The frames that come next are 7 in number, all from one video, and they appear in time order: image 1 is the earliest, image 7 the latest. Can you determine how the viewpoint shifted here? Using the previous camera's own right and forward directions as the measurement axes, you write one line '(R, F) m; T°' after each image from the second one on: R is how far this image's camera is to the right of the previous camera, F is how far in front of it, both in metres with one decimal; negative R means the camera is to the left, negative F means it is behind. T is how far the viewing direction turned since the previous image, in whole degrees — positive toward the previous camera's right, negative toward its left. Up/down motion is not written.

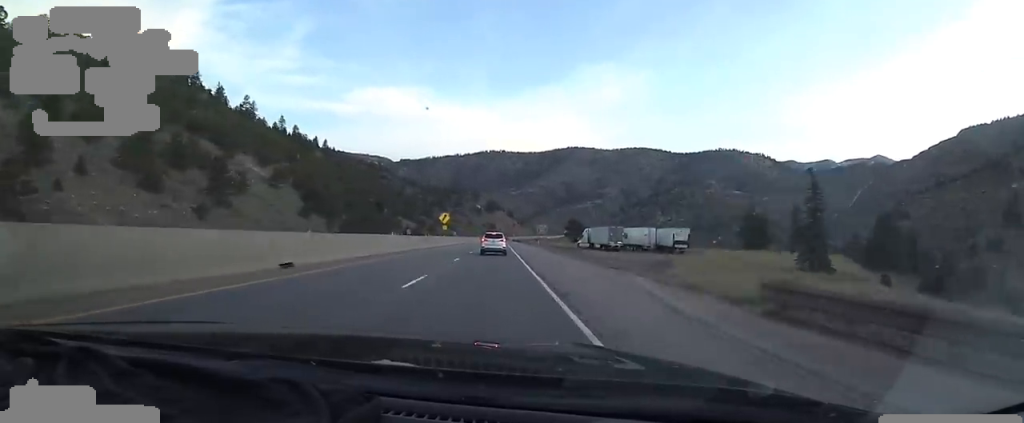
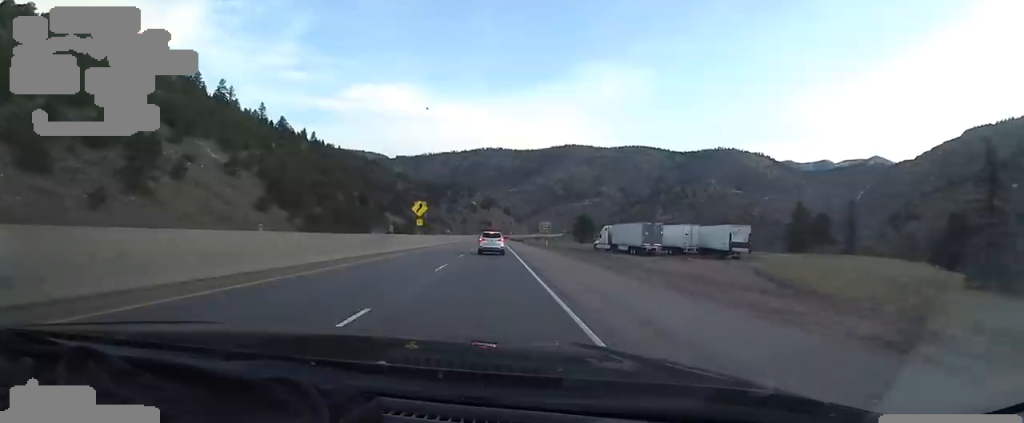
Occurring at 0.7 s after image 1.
(-0.1, +19.2) m; 0°
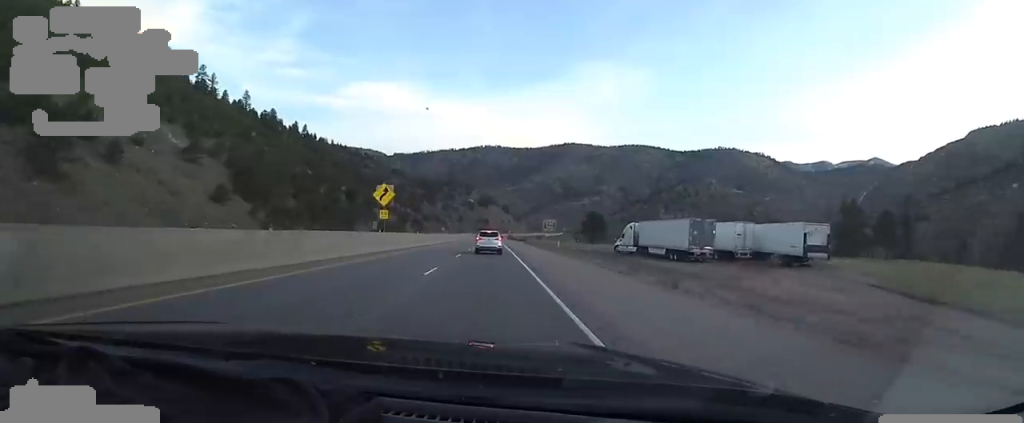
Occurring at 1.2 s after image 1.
(-0.7, +15.3) m; +1°
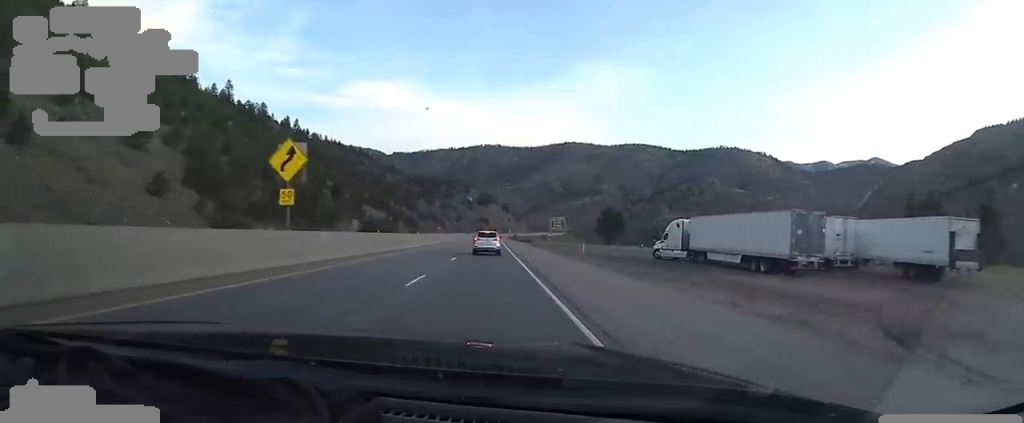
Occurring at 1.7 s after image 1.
(+0.4, +15.3) m; +1°
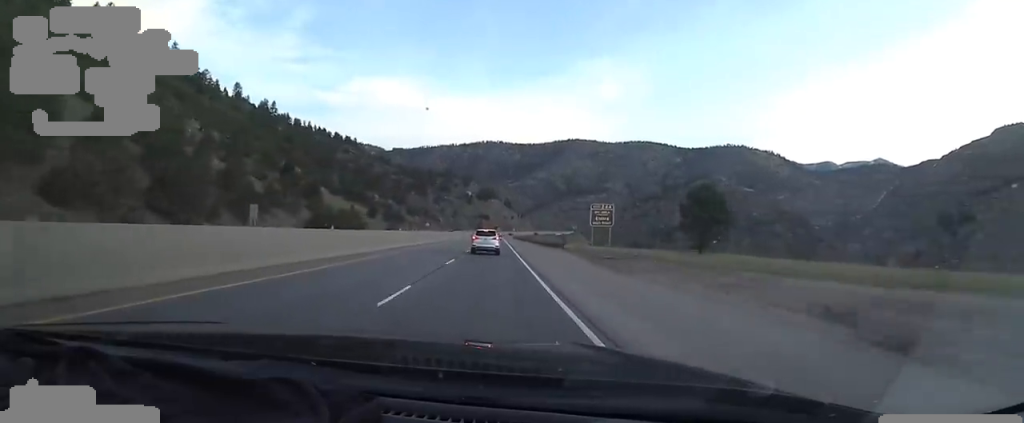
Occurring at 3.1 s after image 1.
(+0.9, +40.0) m; 0°
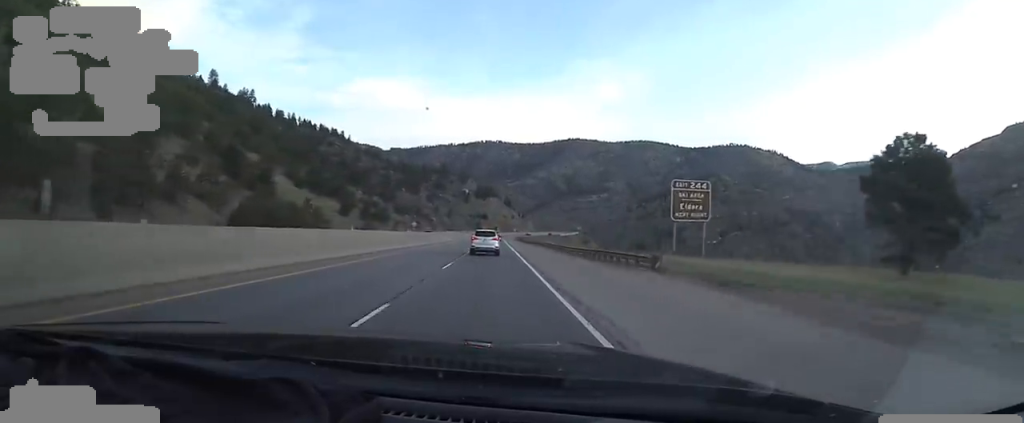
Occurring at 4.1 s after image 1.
(-0.5, +27.6) m; 0°
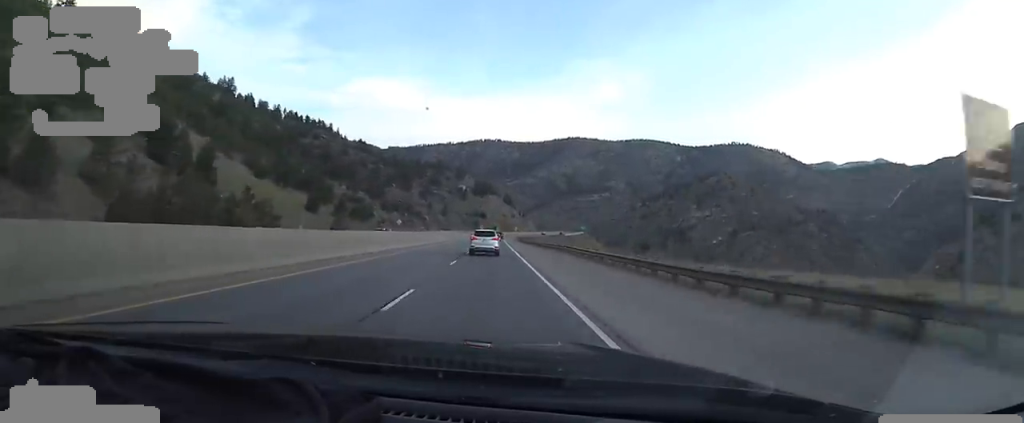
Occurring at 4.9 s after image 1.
(+0.4, +21.8) m; +1°
